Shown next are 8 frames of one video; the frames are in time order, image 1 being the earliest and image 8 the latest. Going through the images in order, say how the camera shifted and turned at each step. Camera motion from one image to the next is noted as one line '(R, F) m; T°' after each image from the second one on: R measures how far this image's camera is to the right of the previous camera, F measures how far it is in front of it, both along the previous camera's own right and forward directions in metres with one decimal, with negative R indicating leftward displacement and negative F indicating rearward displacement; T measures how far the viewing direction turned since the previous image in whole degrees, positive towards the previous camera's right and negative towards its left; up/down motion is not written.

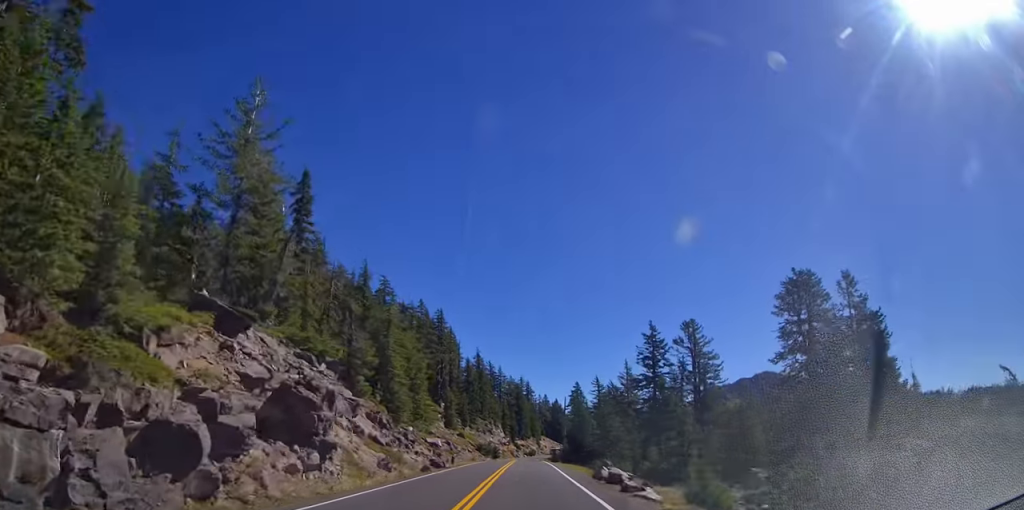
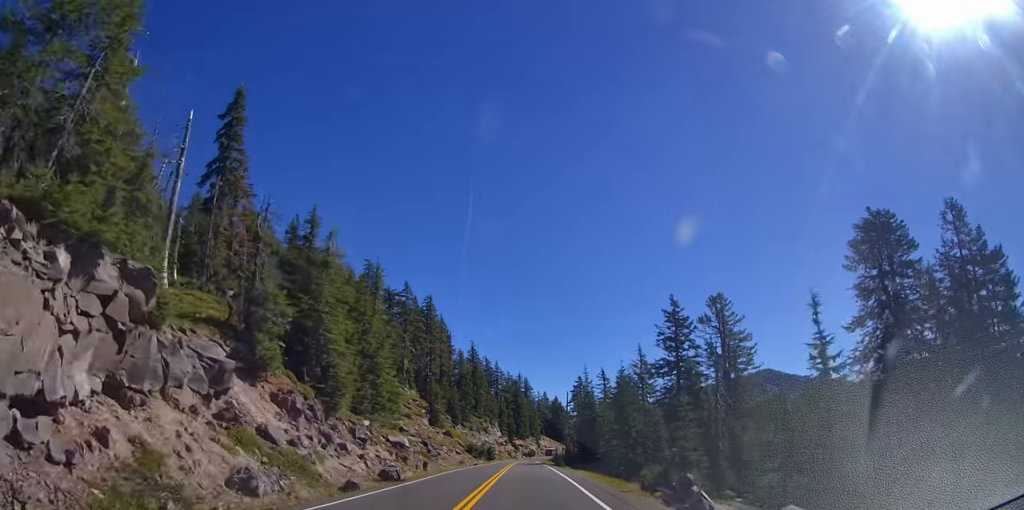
(-0.4, +14.7) m; -2°
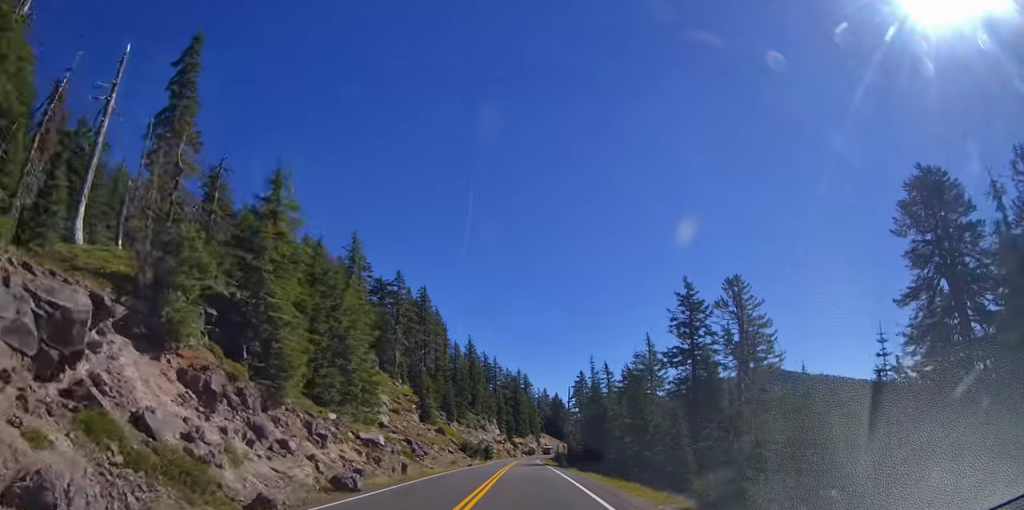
(-0.3, +7.0) m; -1°
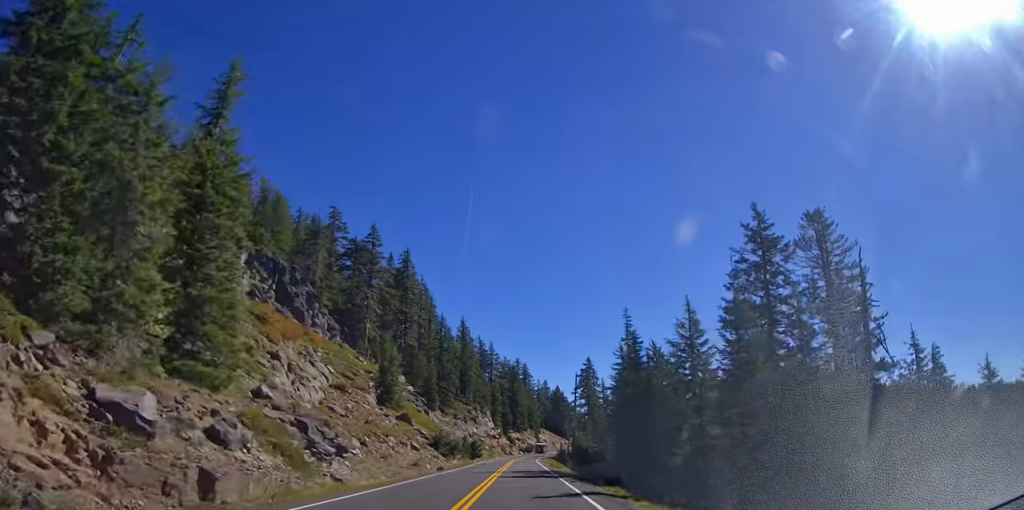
(+0.8, +21.6) m; +4°
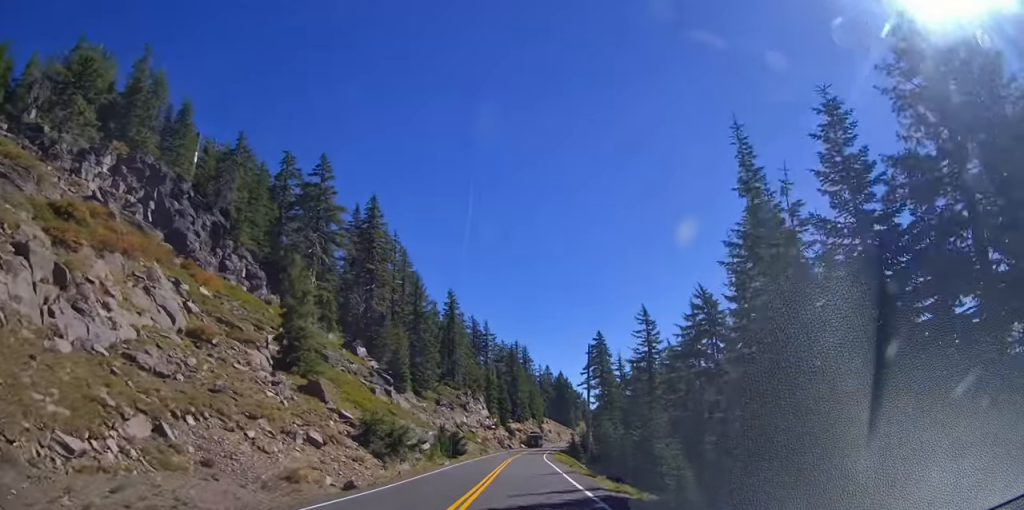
(+0.5, +23.8) m; +1°
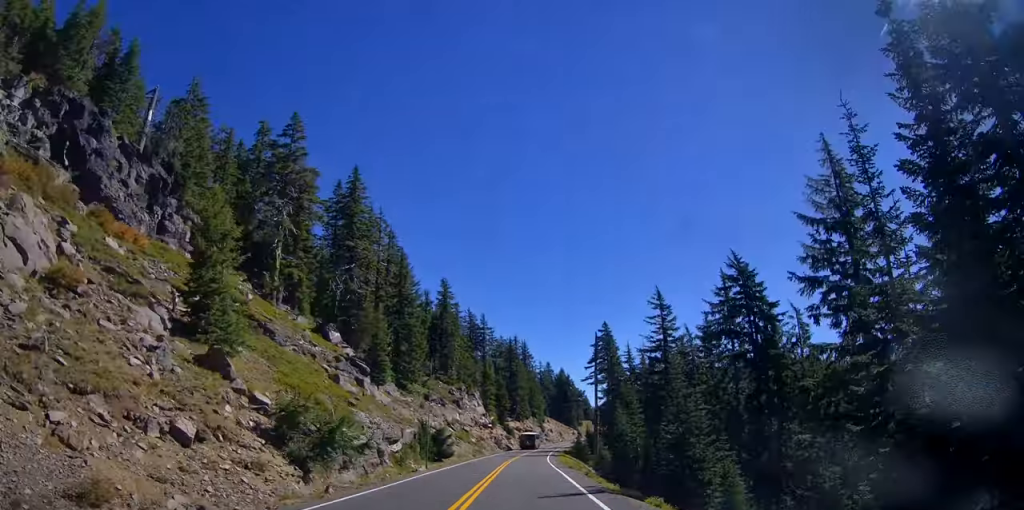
(0.0, +10.4) m; 0°
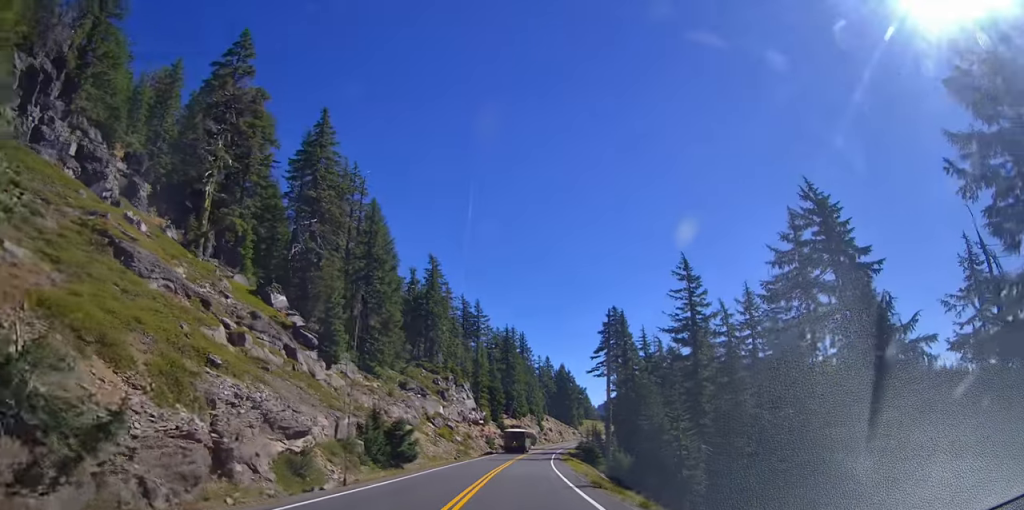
(0.0, +14.7) m; 0°
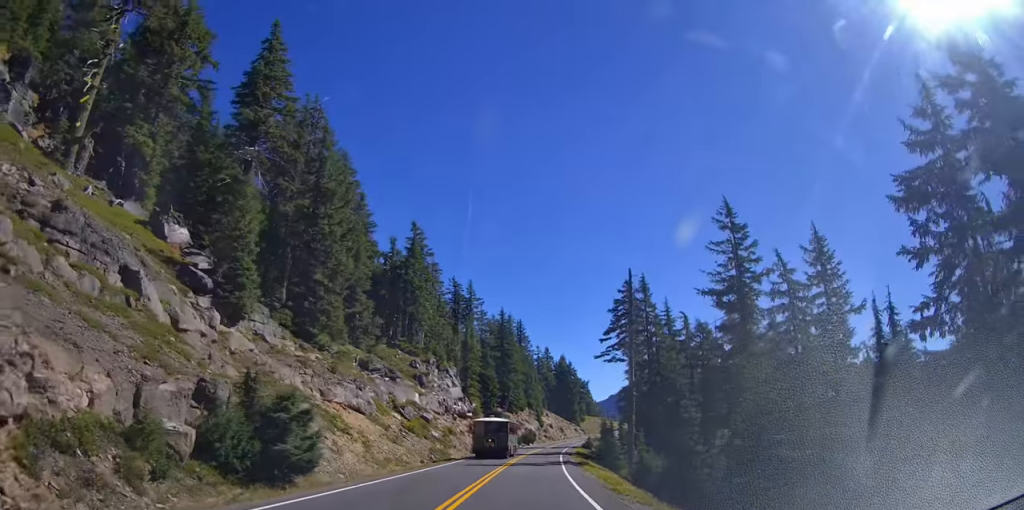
(0.0, +15.8) m; 0°
